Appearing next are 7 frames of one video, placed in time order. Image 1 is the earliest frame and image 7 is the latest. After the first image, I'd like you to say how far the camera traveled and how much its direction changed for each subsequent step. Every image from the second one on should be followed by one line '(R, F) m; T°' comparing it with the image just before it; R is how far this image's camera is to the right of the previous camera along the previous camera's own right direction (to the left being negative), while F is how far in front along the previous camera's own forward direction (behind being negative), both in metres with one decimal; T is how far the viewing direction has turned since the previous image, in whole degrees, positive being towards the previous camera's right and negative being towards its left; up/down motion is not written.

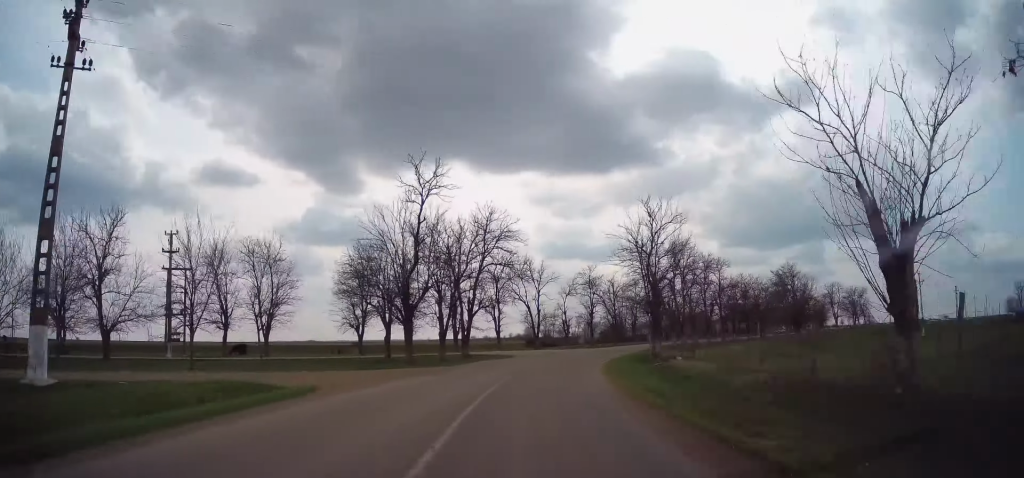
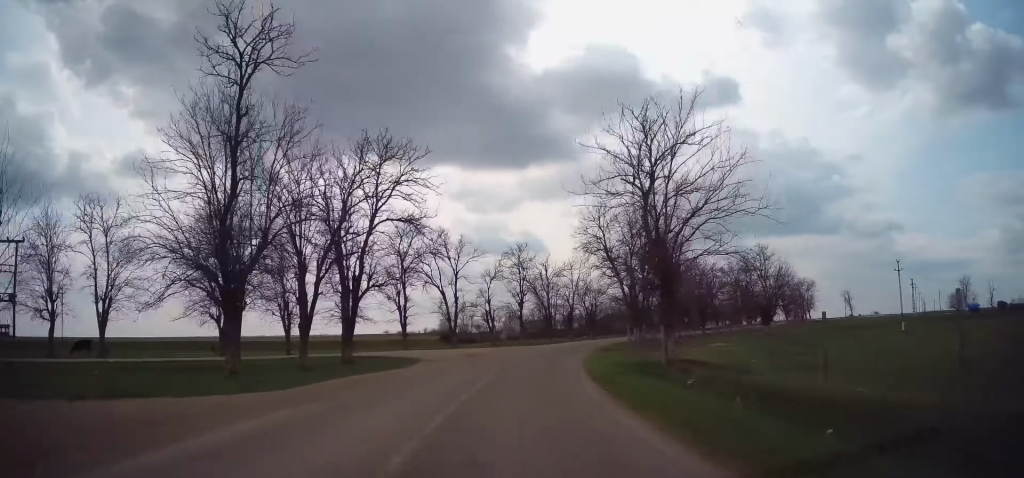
(+1.1, +15.3) m; +8°
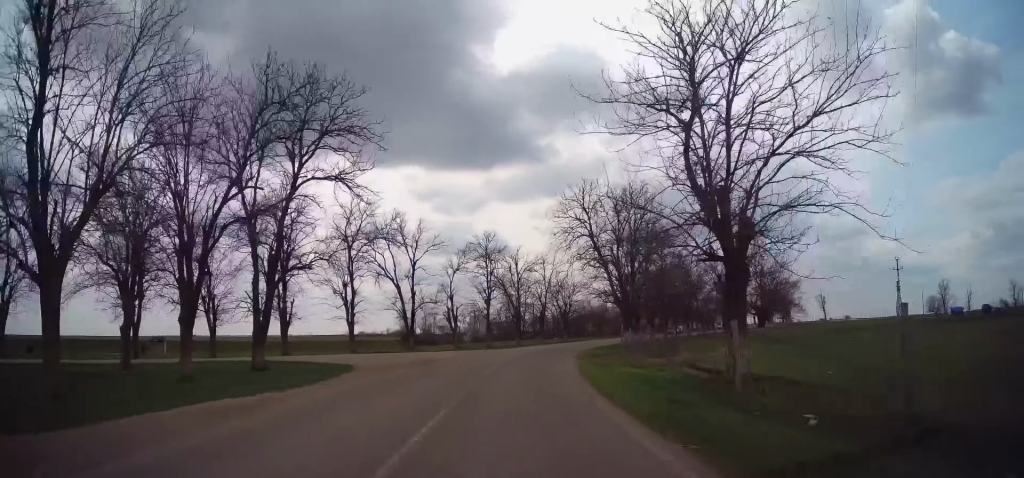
(+0.4, +7.7) m; +3°
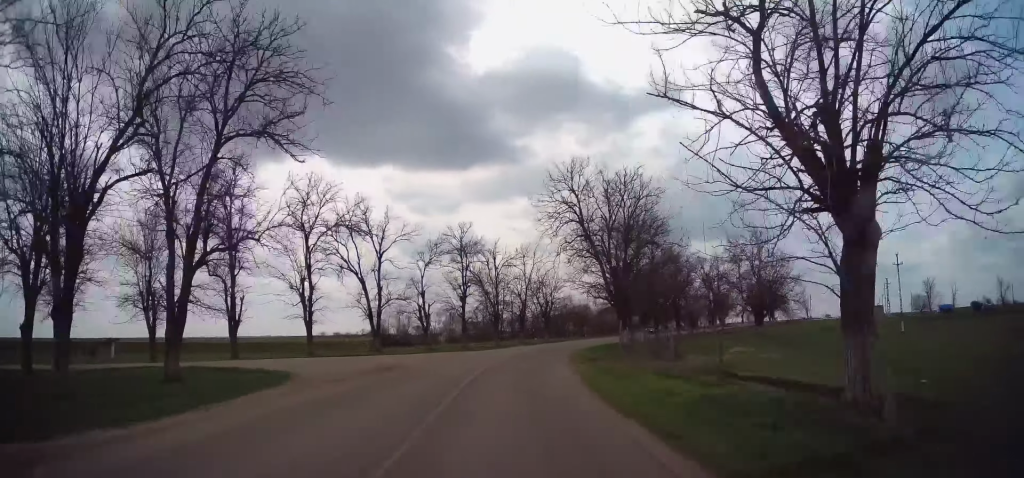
(+0.2, +5.4) m; +2°
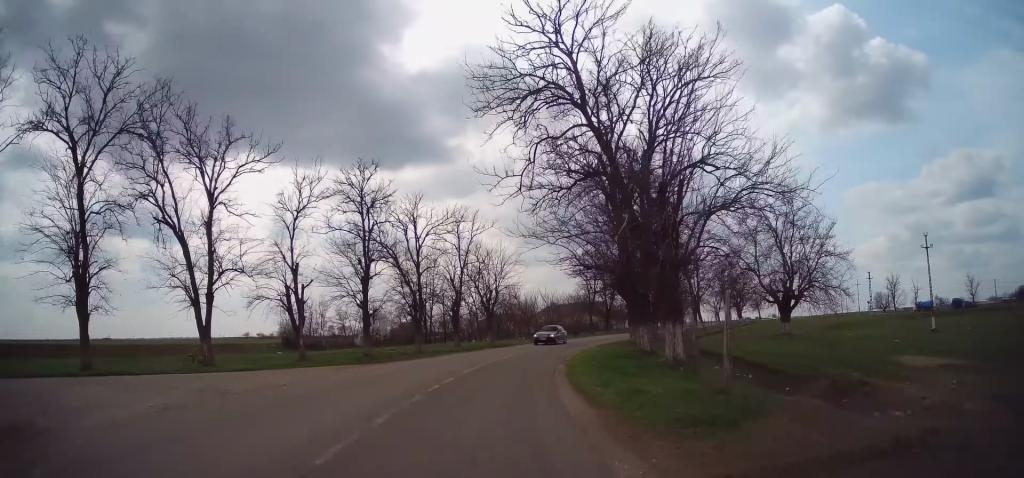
(+2.0, +20.0) m; +12°
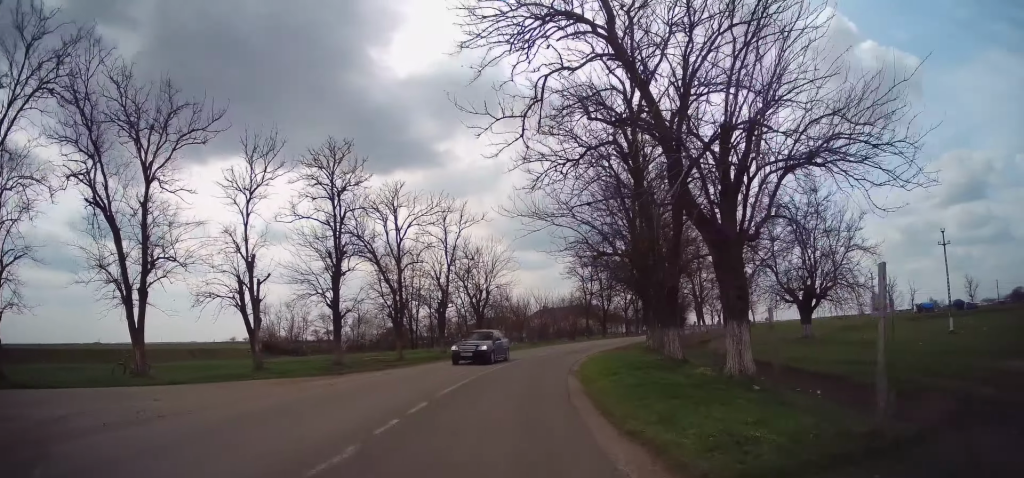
(0.0, +5.8) m; 0°
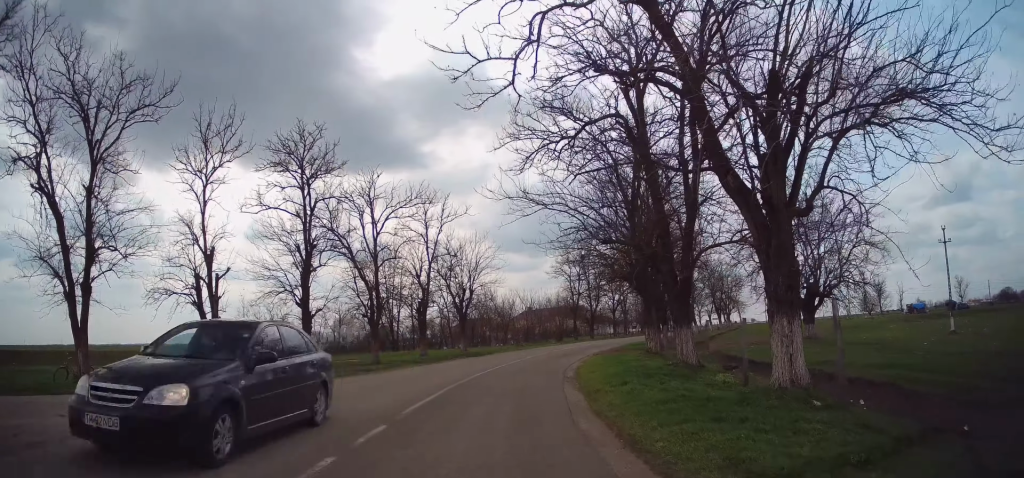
(-0.3, +3.8) m; -3°
